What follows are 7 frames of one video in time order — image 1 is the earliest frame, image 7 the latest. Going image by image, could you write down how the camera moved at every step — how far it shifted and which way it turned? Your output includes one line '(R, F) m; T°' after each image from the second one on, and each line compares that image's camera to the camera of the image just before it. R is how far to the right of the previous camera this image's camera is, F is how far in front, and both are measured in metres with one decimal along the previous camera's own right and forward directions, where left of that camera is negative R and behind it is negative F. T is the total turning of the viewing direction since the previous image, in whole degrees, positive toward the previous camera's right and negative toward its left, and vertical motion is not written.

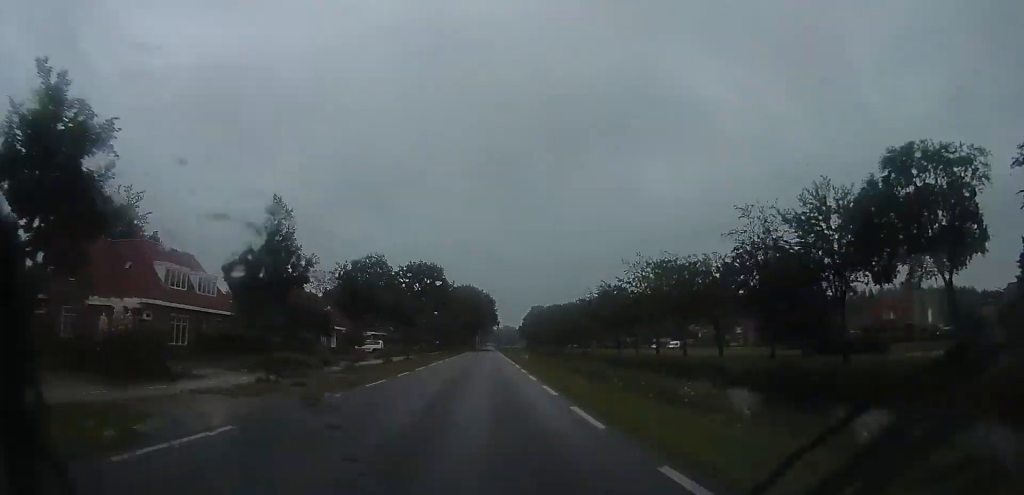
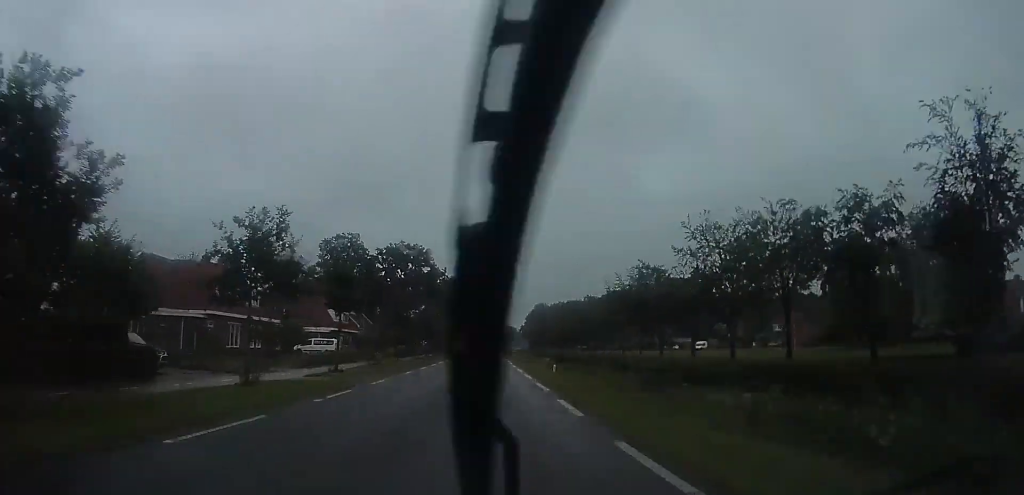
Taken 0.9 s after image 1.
(+0.1, +22.5) m; +1°
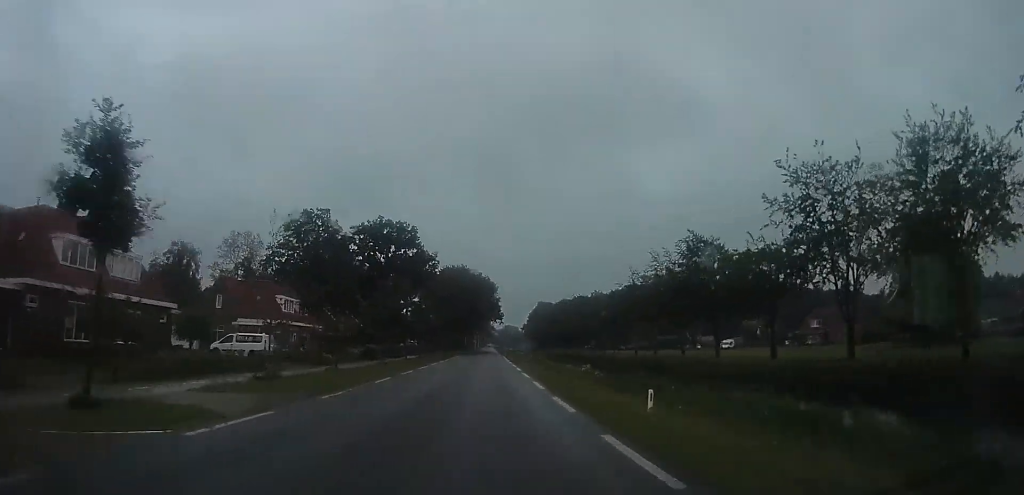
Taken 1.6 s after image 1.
(+0.3, +17.5) m; 0°
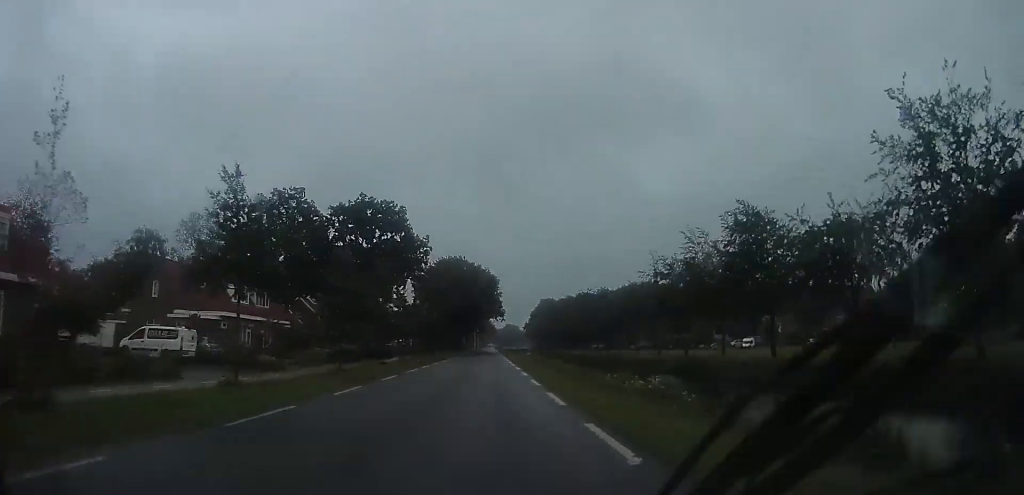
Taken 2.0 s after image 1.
(-0.2, +10.9) m; 0°
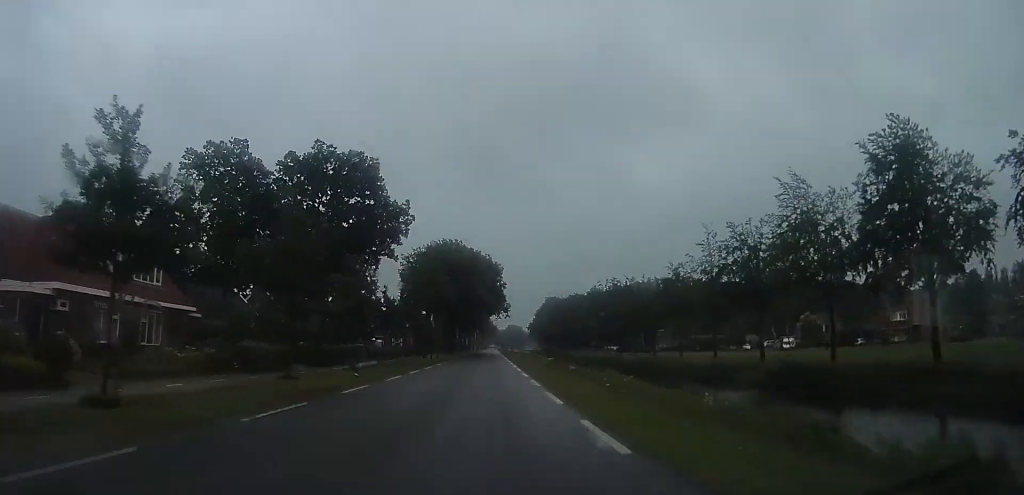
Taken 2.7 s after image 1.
(-0.2, +17.5) m; 0°
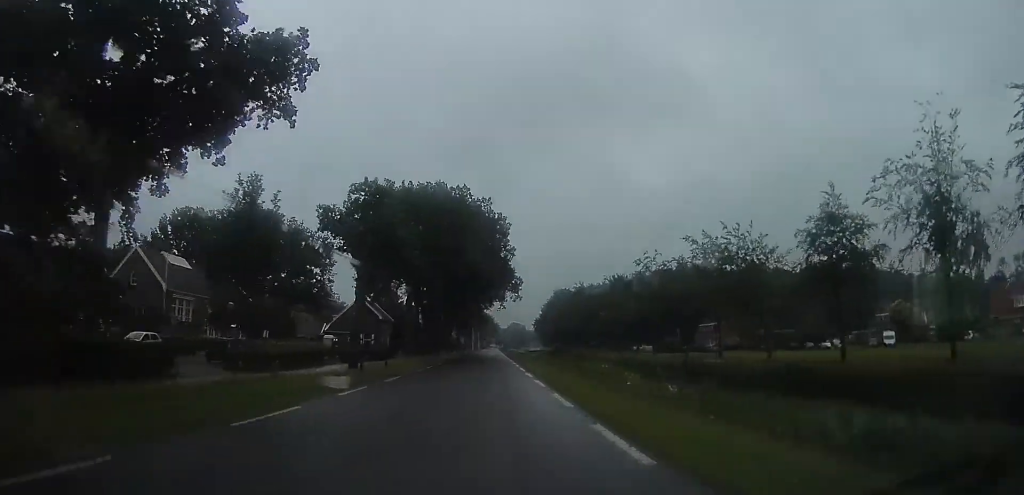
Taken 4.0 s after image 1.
(+0.1, +30.9) m; +1°
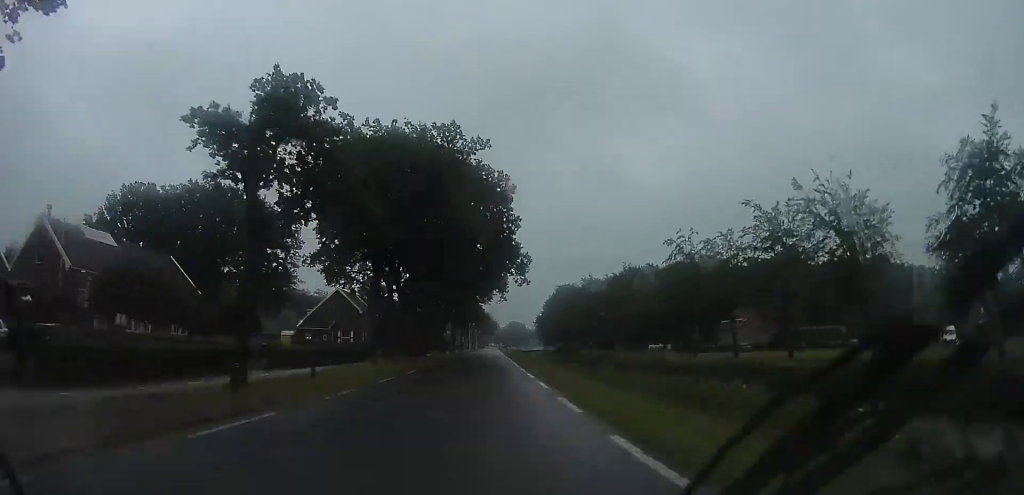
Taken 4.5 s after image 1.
(+0.1, +13.3) m; 0°
